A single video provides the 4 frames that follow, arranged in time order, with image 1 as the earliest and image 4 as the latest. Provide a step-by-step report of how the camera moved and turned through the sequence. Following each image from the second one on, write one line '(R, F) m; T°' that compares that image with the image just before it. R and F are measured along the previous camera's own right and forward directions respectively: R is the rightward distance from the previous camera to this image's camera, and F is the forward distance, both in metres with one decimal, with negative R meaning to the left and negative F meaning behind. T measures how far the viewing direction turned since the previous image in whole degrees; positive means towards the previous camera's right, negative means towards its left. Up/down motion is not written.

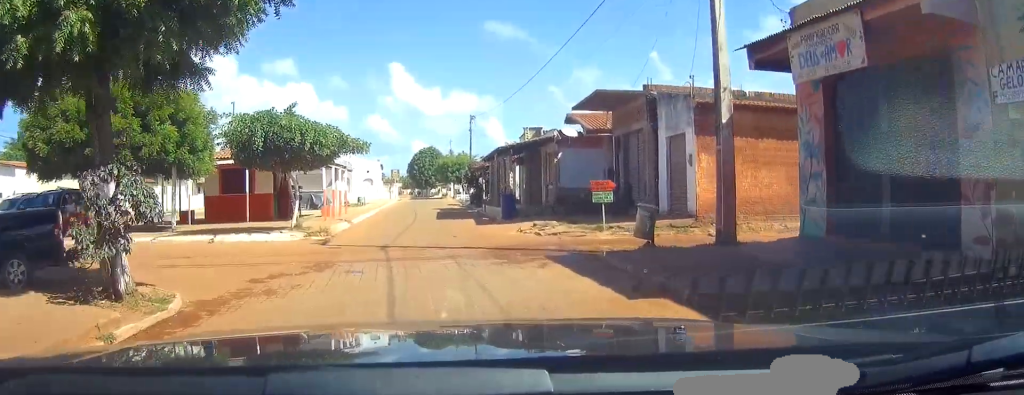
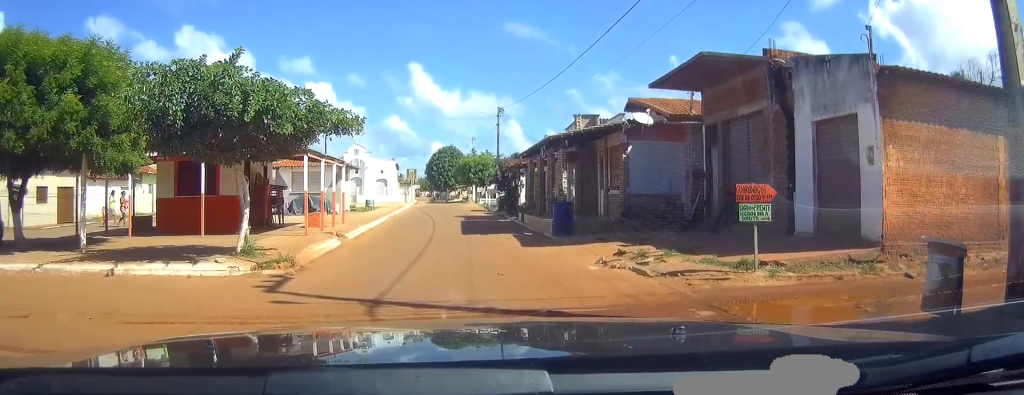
(0.0, +8.0) m; -1°
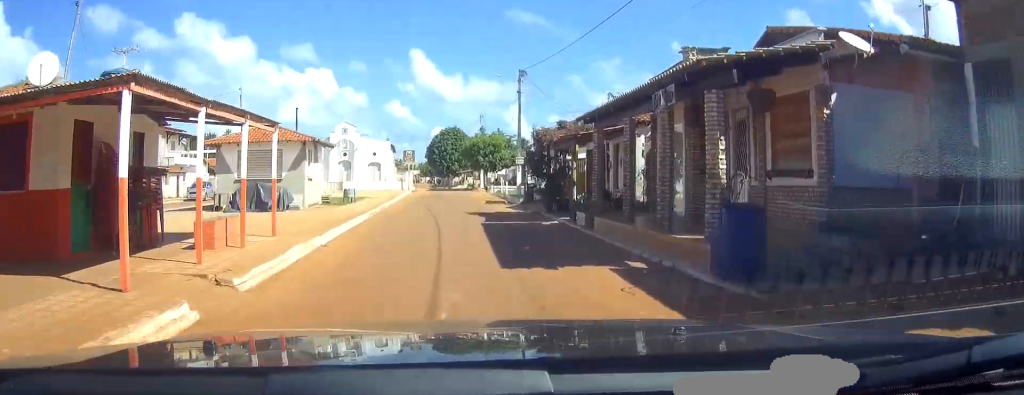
(-0.1, +12.7) m; -1°
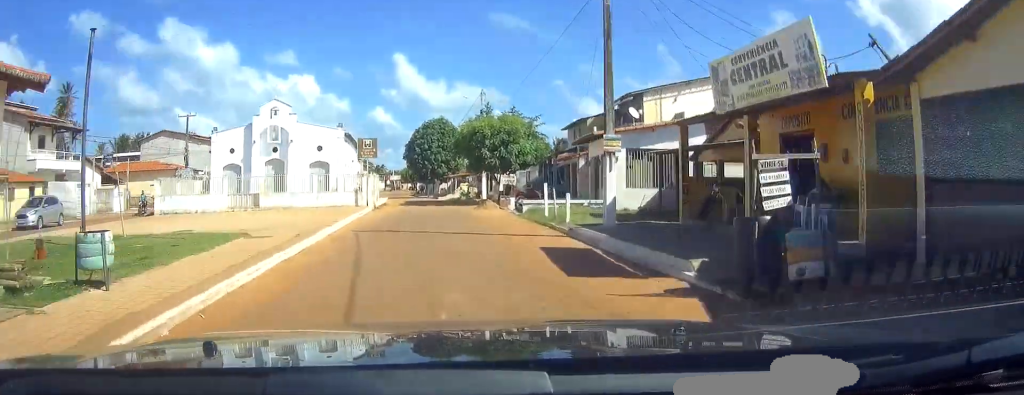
(-0.3, +22.2) m; -2°
